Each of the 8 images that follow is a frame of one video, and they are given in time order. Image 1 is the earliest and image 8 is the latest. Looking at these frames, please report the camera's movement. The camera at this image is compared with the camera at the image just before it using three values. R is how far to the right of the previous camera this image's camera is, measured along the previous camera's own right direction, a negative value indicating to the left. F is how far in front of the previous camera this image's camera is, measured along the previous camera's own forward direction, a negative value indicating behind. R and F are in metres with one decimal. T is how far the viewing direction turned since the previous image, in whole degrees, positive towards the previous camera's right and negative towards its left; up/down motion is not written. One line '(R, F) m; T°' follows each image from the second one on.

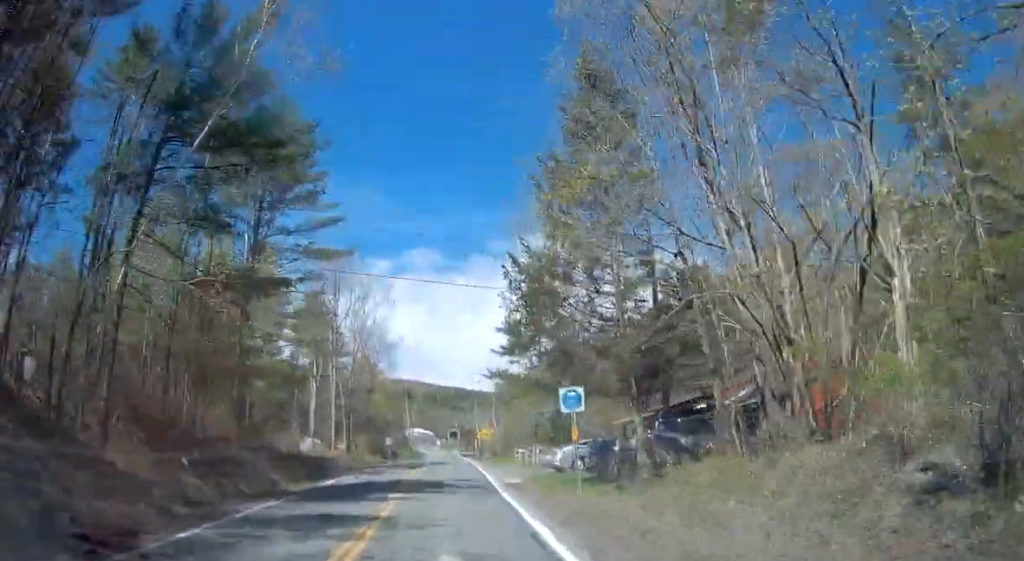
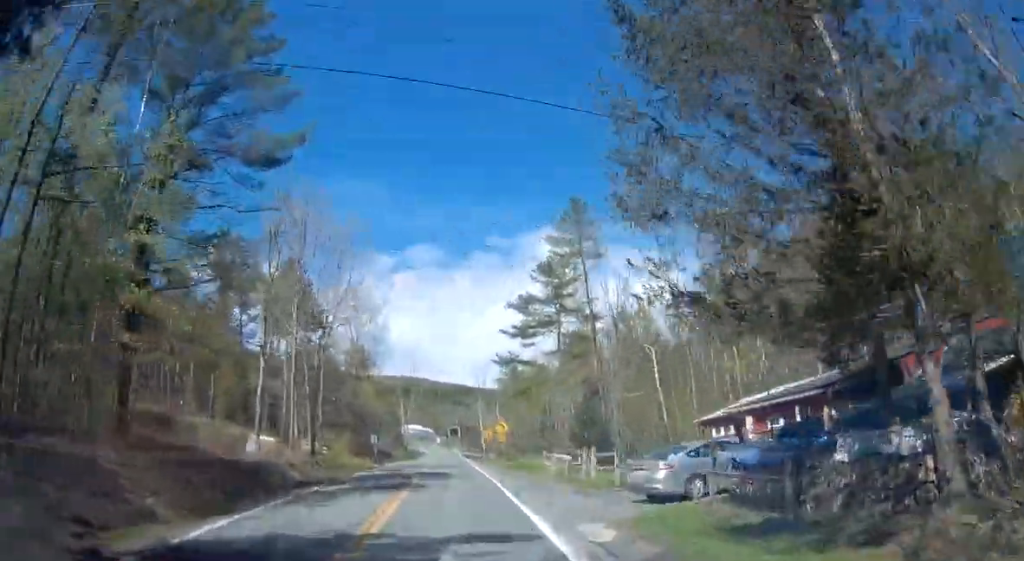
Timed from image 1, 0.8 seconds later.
(-0.5, +13.7) m; -4°
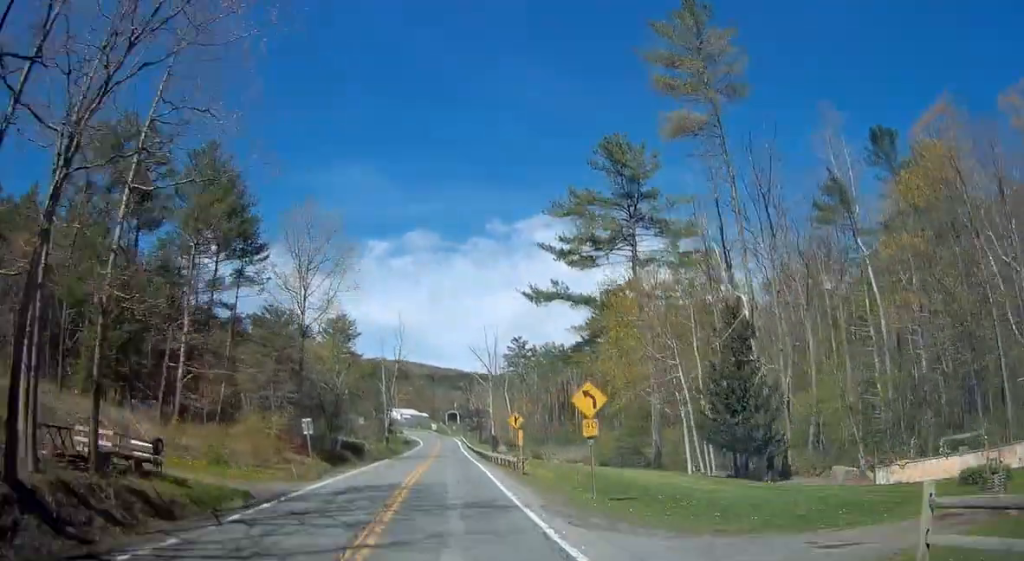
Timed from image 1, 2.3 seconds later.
(-2.3, +27.8) m; -4°
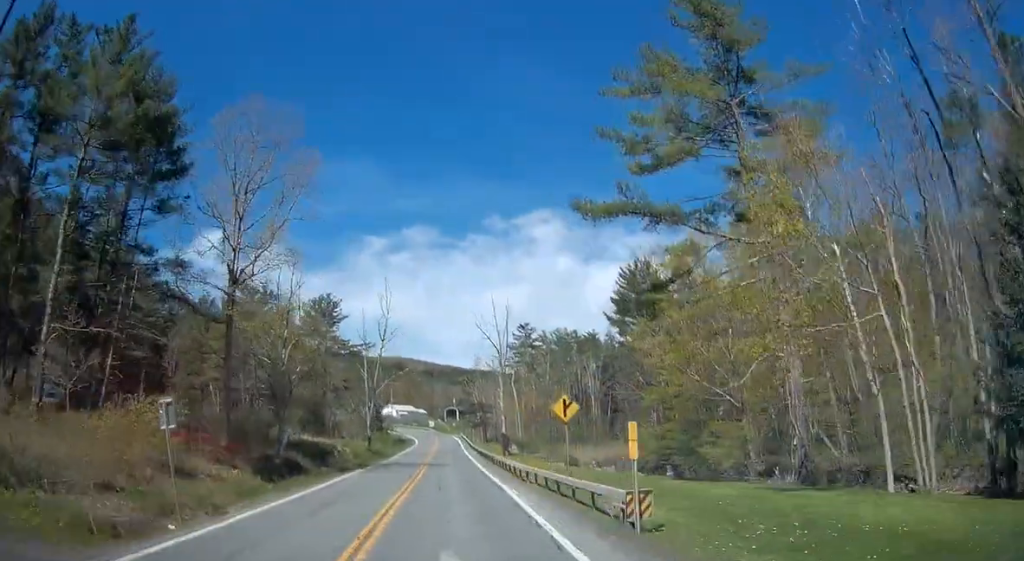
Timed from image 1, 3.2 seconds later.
(0.0, +16.1) m; 0°
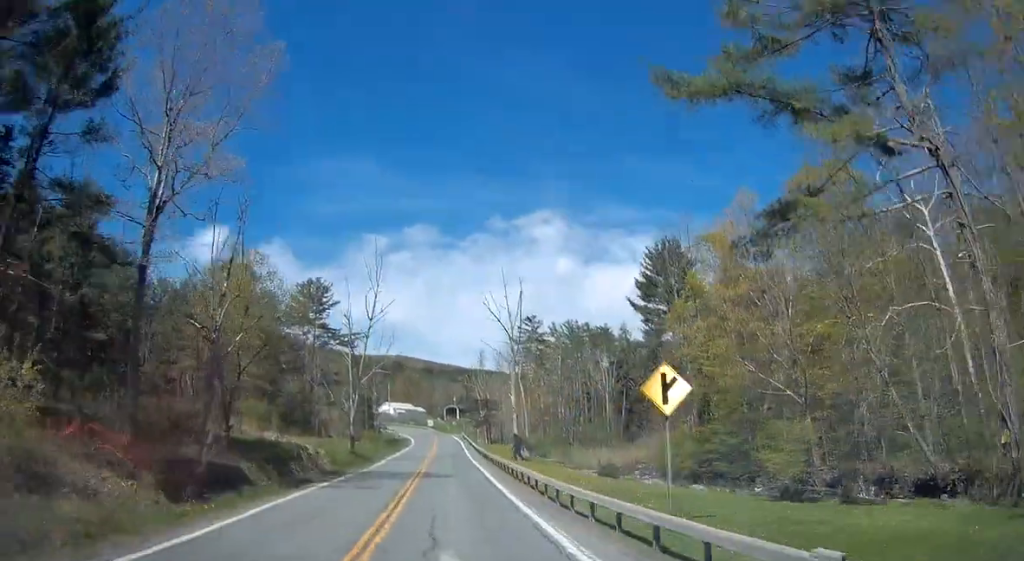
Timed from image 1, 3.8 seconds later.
(0.0, +10.2) m; 0°
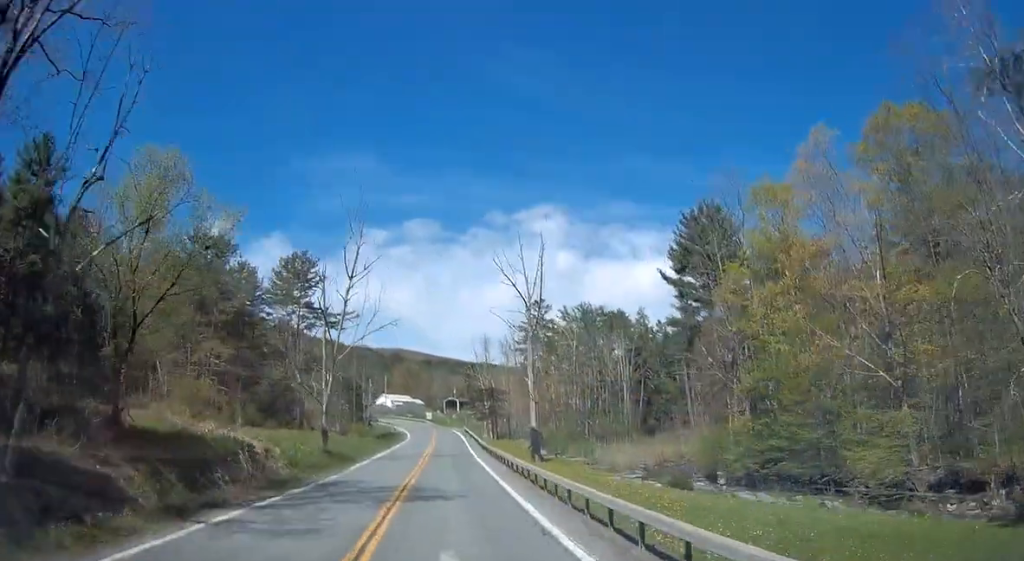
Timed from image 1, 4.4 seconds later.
(0.0, +10.8) m; 0°
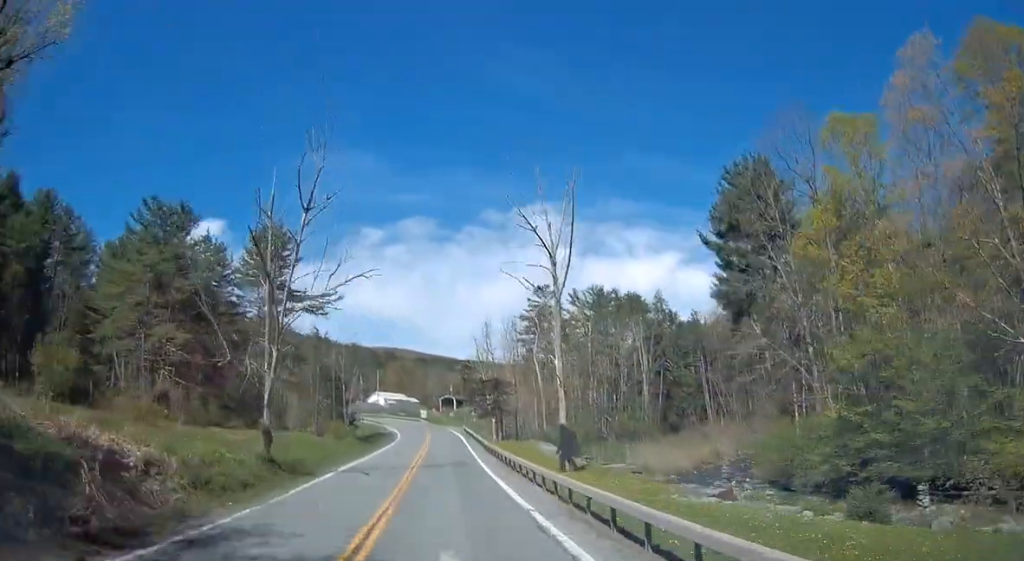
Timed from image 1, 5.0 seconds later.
(0.0, +11.5) m; 0°
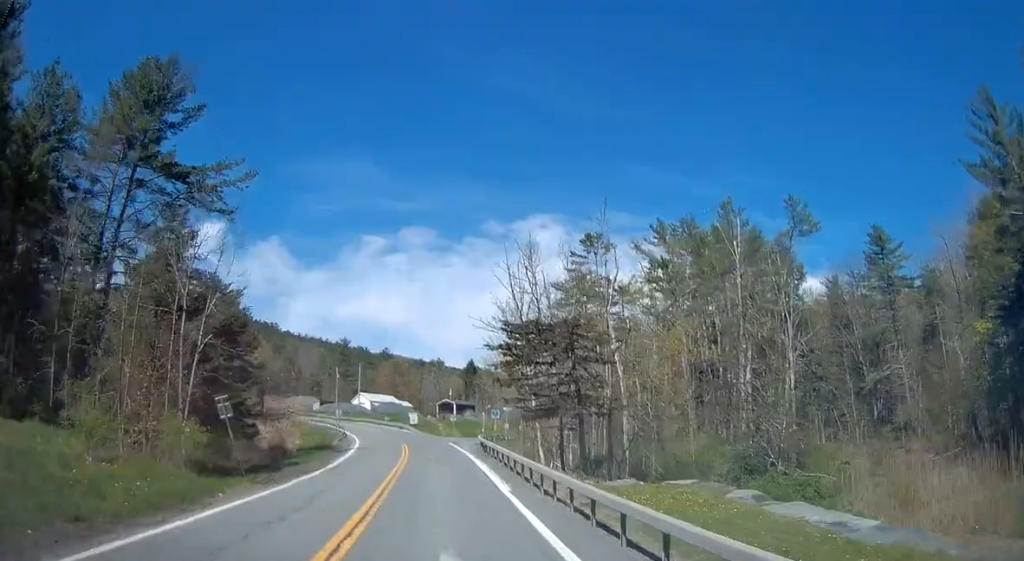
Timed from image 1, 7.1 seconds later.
(0.0, +37.8) m; 0°
